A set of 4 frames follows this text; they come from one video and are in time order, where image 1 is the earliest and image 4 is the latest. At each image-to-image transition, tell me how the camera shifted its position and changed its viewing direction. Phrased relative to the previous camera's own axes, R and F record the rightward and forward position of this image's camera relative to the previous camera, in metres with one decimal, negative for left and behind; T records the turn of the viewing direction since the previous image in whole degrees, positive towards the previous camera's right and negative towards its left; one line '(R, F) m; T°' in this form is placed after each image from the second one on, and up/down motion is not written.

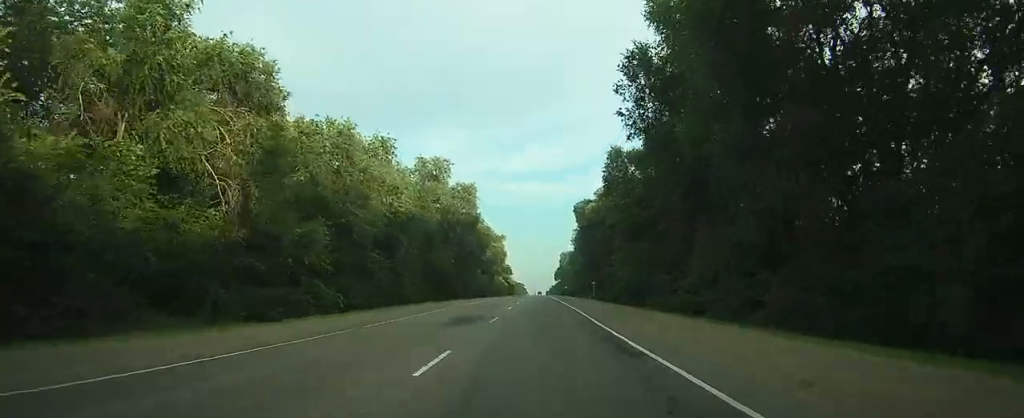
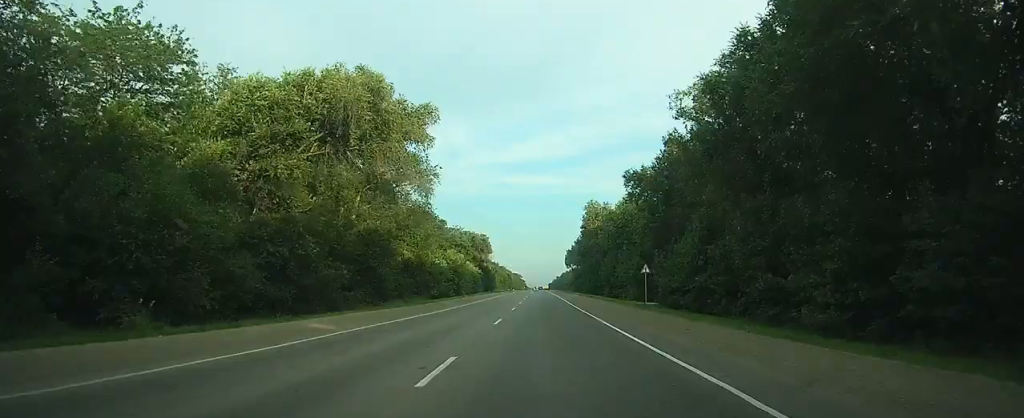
(+0.5, +135.4) m; 0°
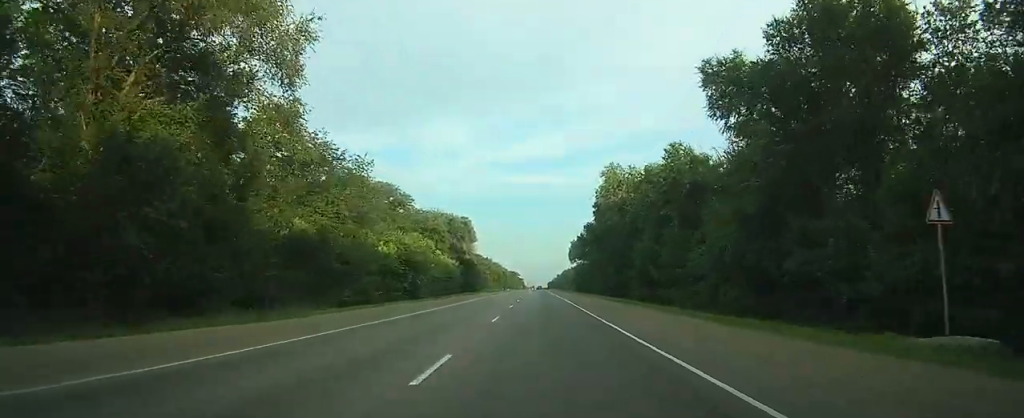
(0.0, +34.4) m; 0°
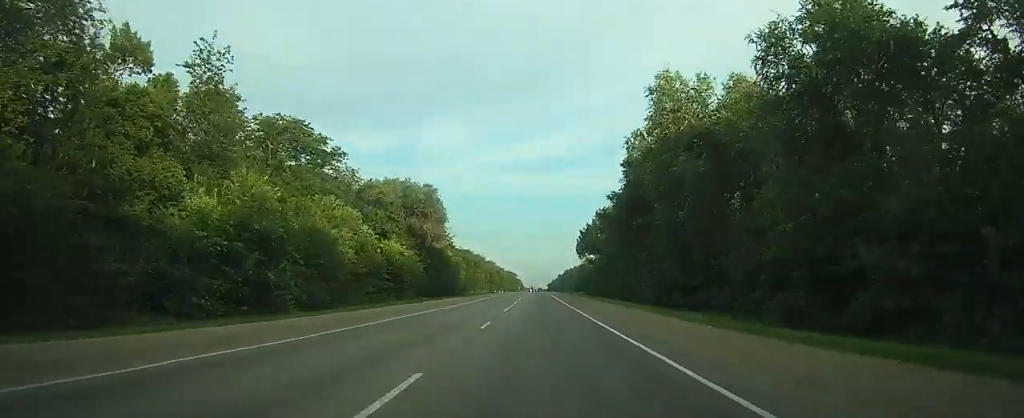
(+0.1, +36.5) m; 0°
